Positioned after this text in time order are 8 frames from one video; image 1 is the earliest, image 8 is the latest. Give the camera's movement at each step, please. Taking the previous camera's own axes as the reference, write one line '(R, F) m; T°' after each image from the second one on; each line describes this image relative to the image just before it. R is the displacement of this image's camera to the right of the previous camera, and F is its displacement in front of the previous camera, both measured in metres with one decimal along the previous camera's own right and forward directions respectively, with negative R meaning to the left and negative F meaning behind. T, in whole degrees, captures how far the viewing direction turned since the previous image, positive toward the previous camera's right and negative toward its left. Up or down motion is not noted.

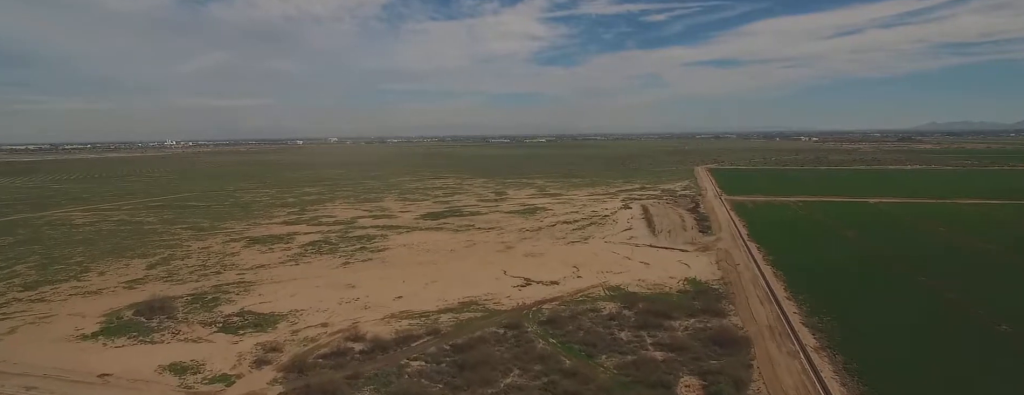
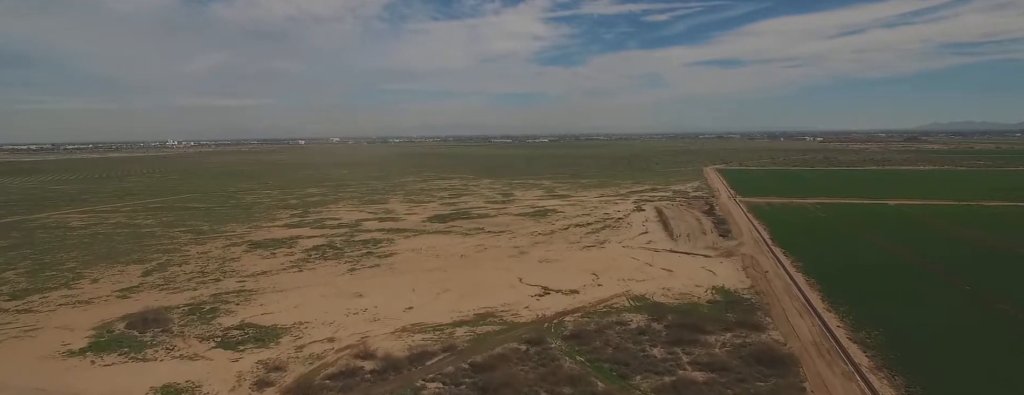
(0.0, +13.6) m; 0°
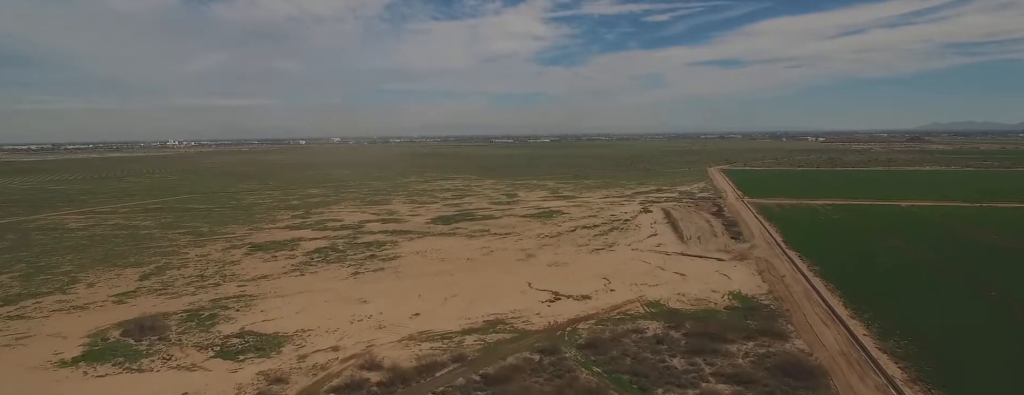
(0.0, +7.3) m; 0°
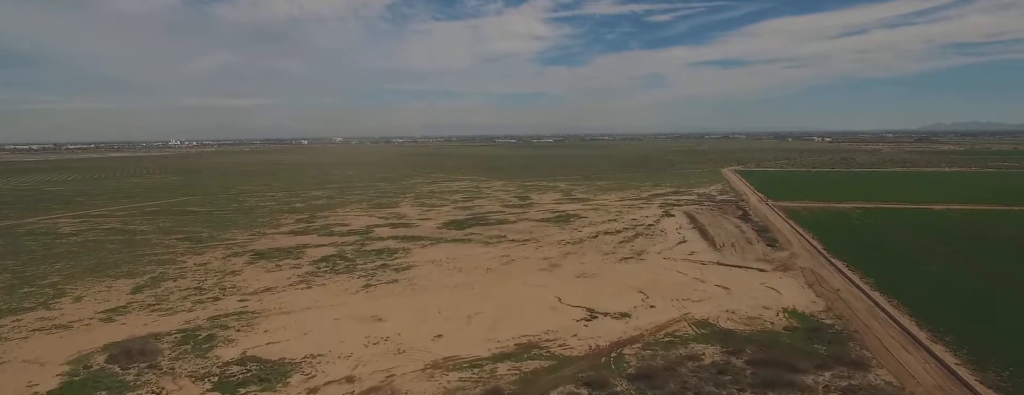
(+0.2, +20.9) m; +1°
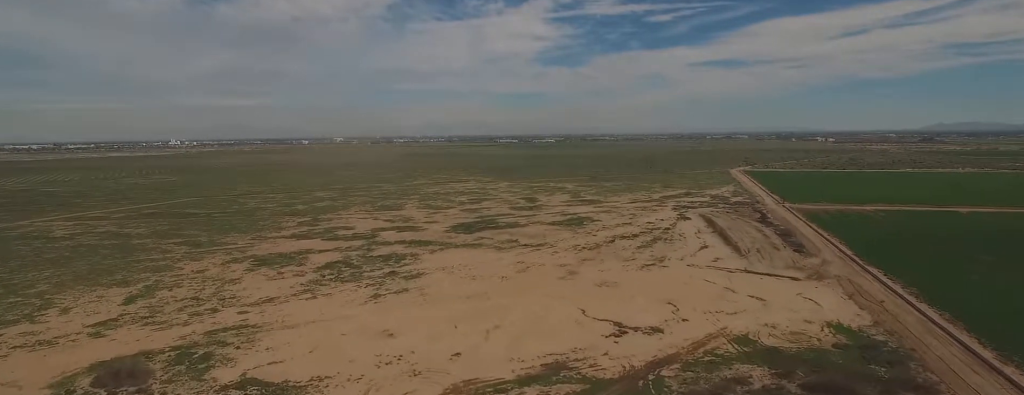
(+0.1, +14.6) m; +1°
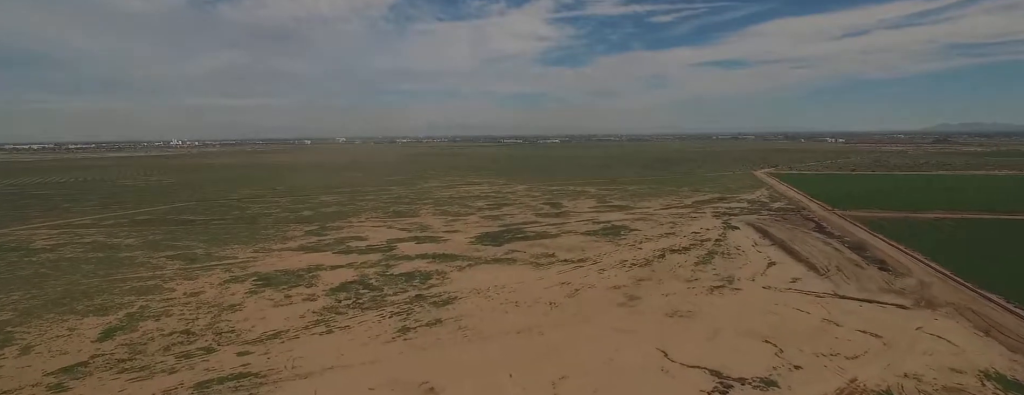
(+0.6, +37.5) m; +1°
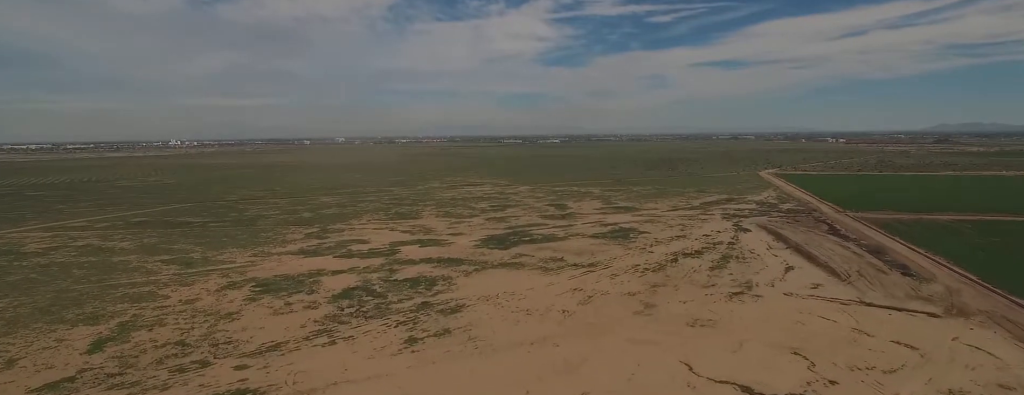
(0.0, +9.4) m; 0°
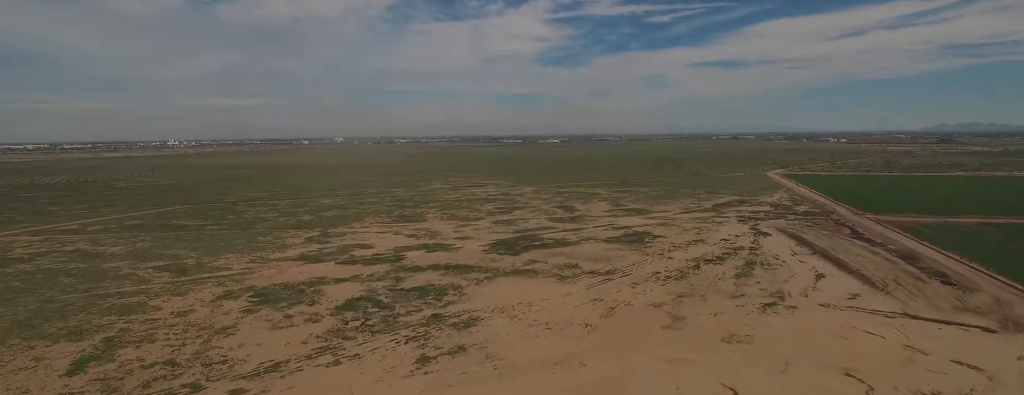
(0.0, +14.6) m; 0°
